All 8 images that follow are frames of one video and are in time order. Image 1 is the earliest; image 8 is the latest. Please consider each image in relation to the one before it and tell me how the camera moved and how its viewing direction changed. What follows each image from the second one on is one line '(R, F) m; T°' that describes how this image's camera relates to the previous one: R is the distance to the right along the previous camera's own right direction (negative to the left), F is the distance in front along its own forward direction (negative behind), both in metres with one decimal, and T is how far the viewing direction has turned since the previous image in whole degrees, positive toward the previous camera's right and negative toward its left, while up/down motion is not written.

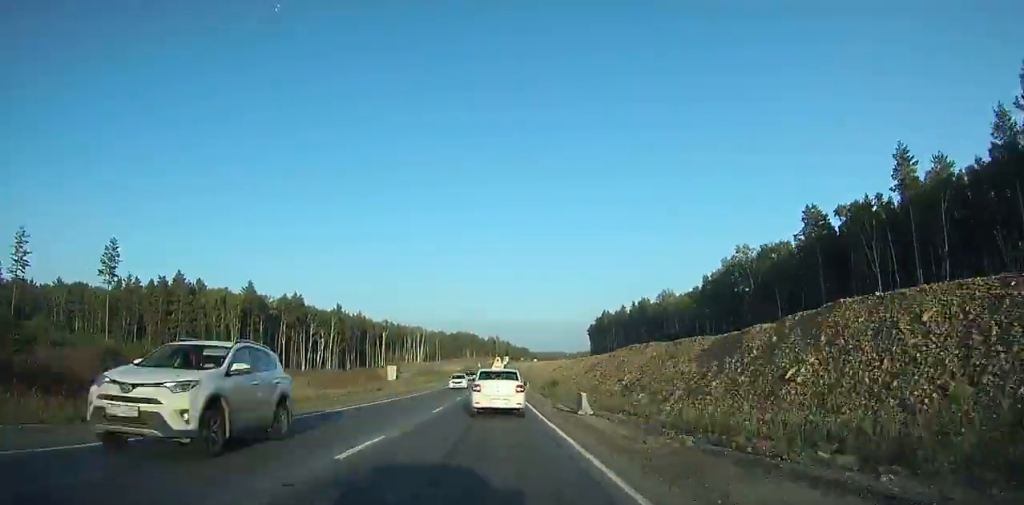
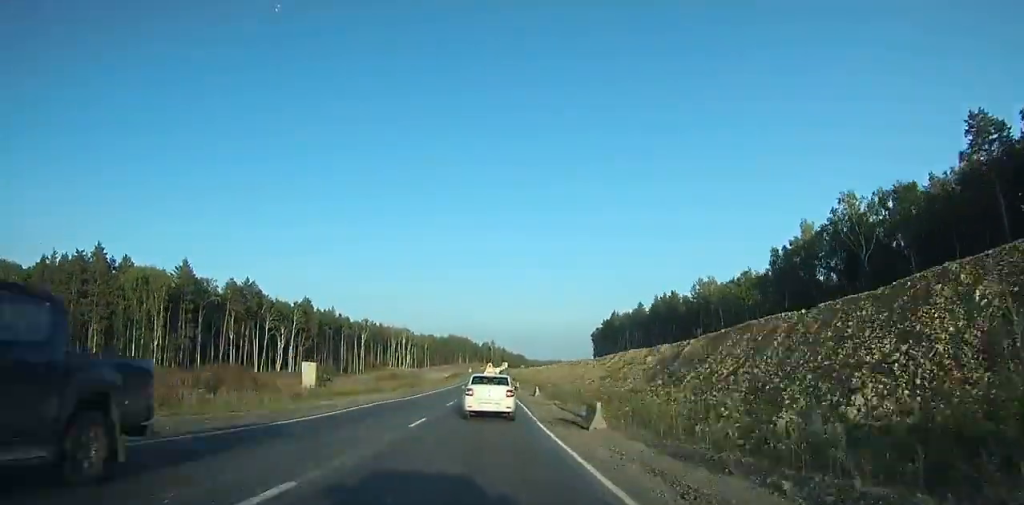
(0.0, +41.3) m; 0°
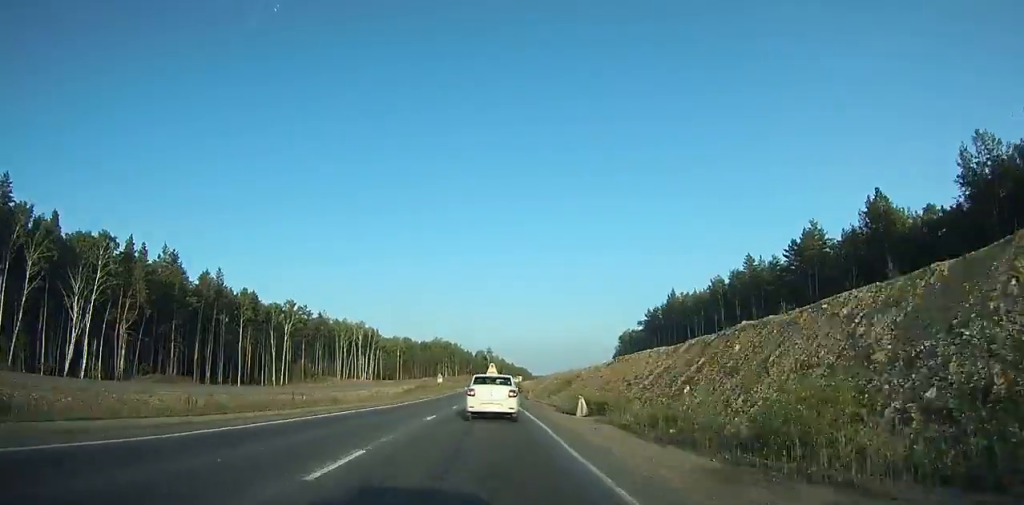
(-0.1, +101.5) m; 0°
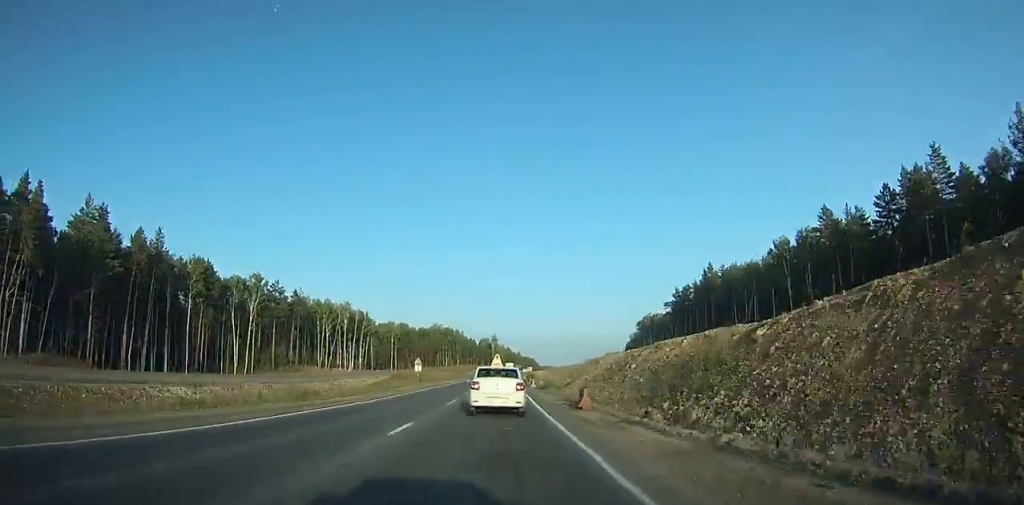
(+0.1, +29.5) m; 0°
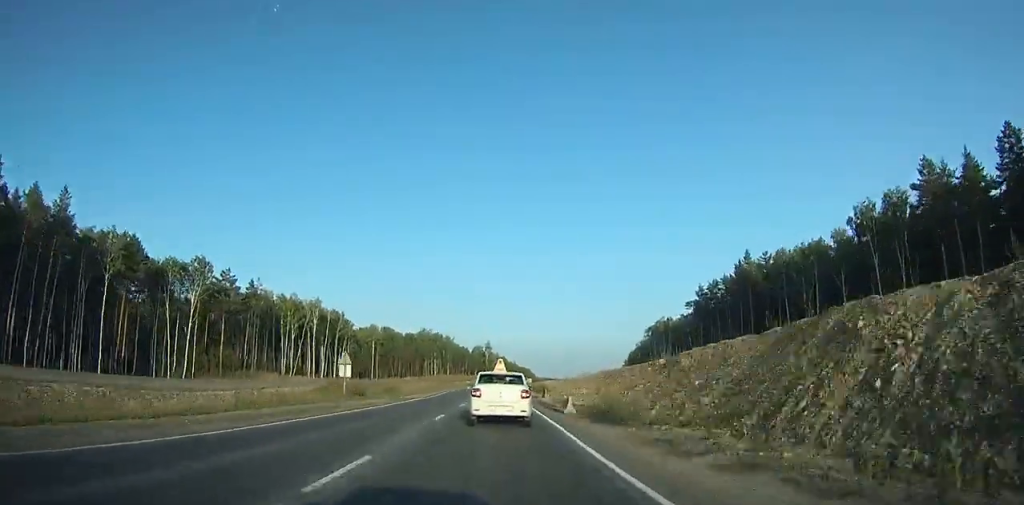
(0.0, +29.3) m; 0°
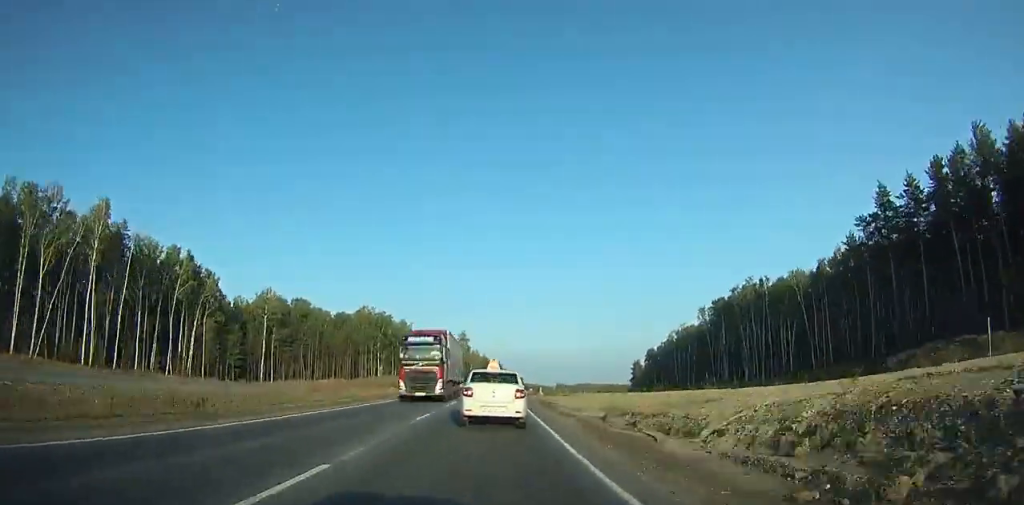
(+0.9, +99.0) m; +1°
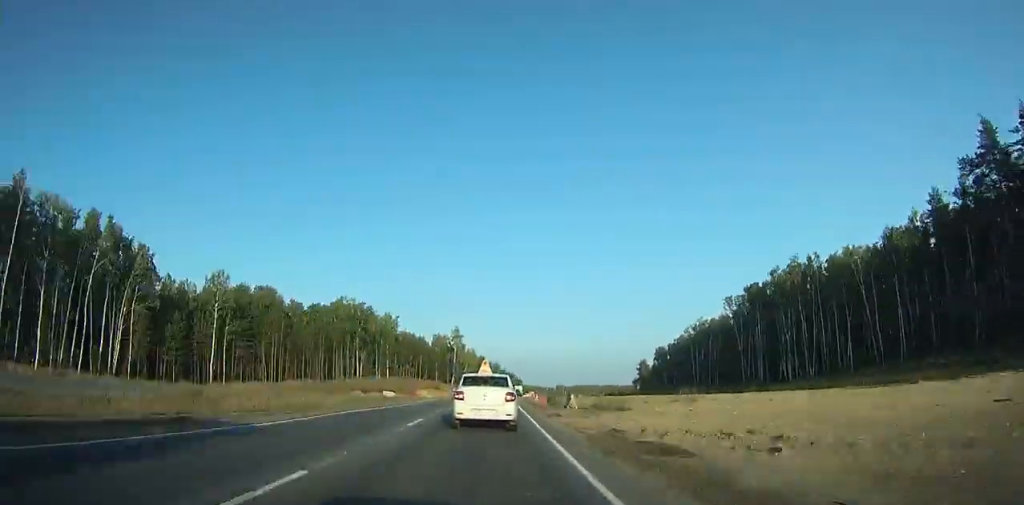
(0.0, +24.7) m; +1°
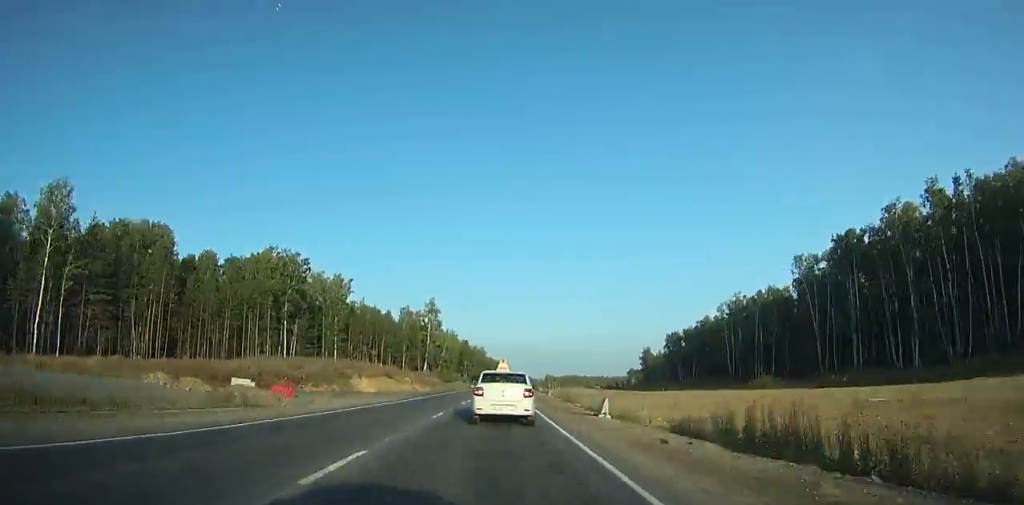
(+0.5, +45.0) m; +1°
